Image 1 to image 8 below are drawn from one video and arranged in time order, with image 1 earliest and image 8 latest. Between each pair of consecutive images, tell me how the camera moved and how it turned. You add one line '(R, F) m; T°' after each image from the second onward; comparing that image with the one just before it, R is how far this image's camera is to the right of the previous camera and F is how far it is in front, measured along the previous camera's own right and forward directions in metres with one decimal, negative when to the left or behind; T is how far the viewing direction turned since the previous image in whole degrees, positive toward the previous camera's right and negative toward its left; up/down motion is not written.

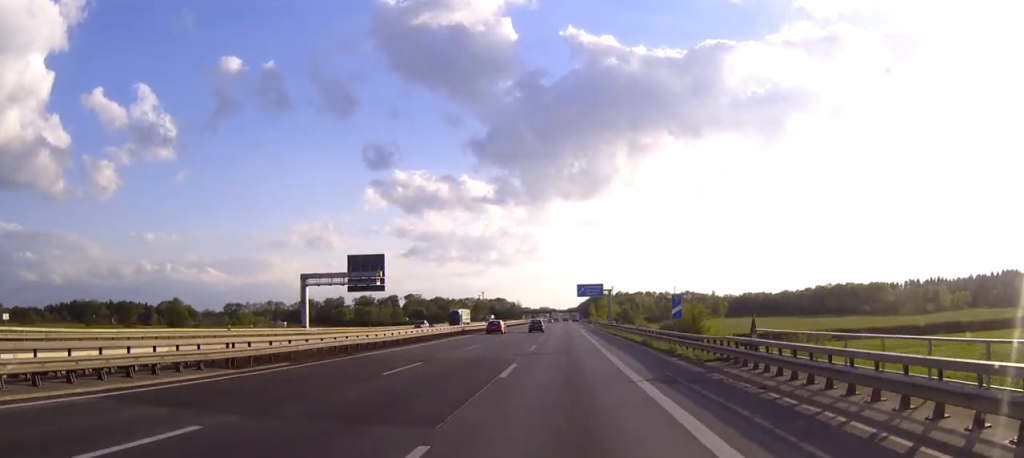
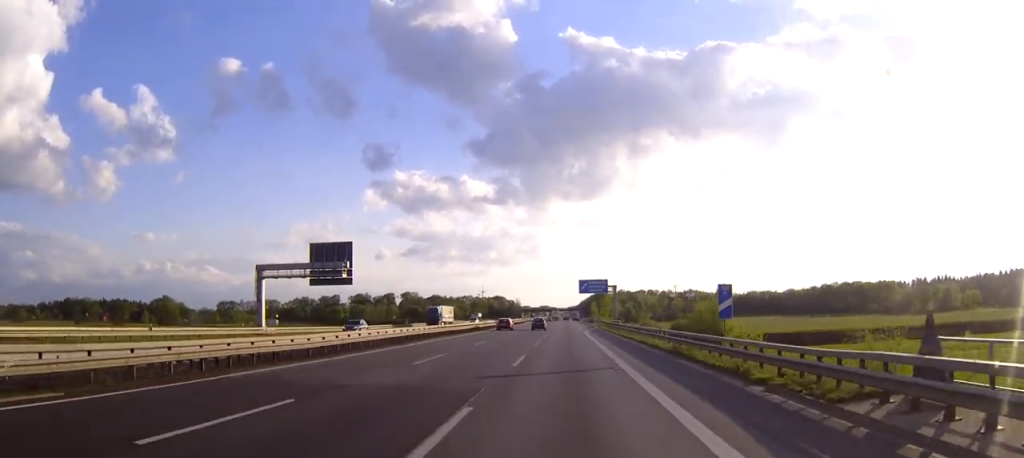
(0.0, +13.6) m; 0°
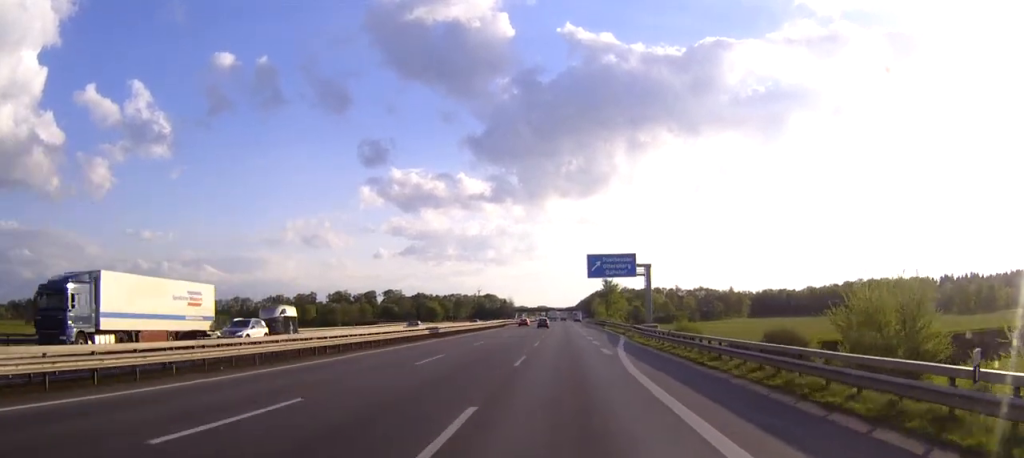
(0.0, +53.7) m; 0°
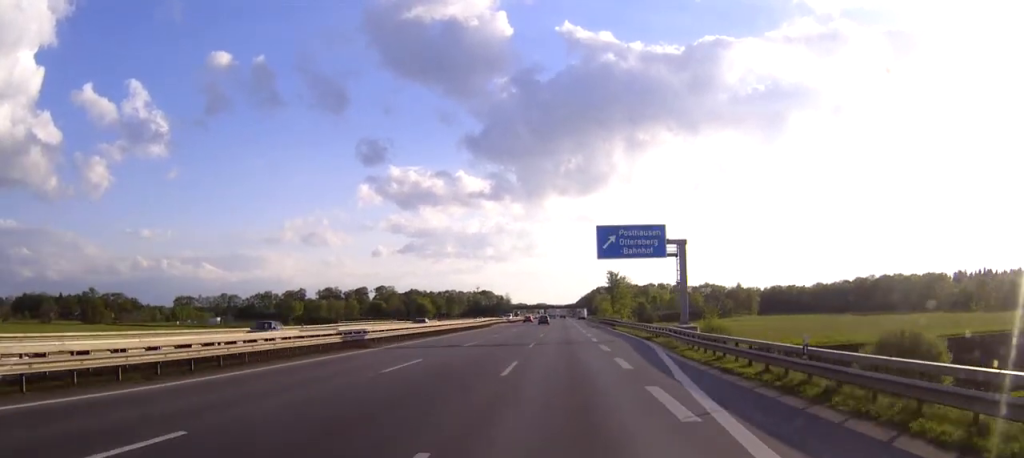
(0.0, +22.8) m; 0°
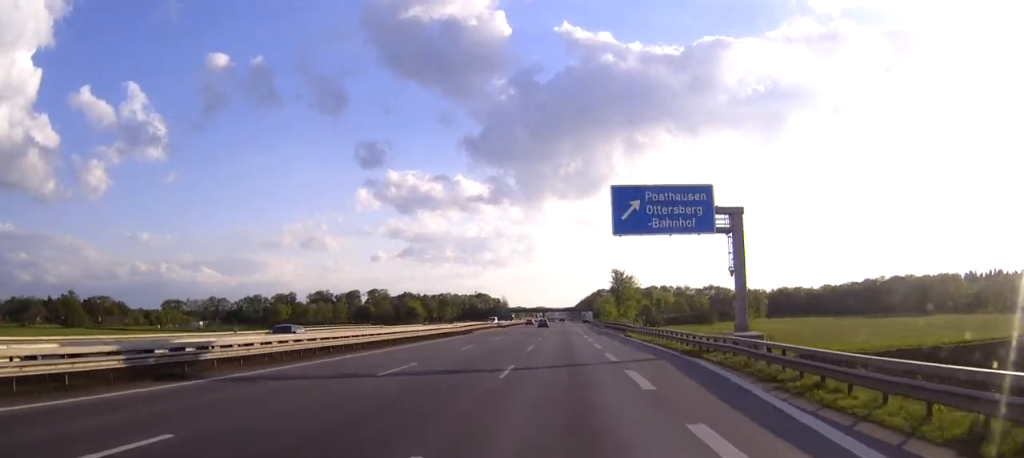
(0.0, +18.2) m; 0°
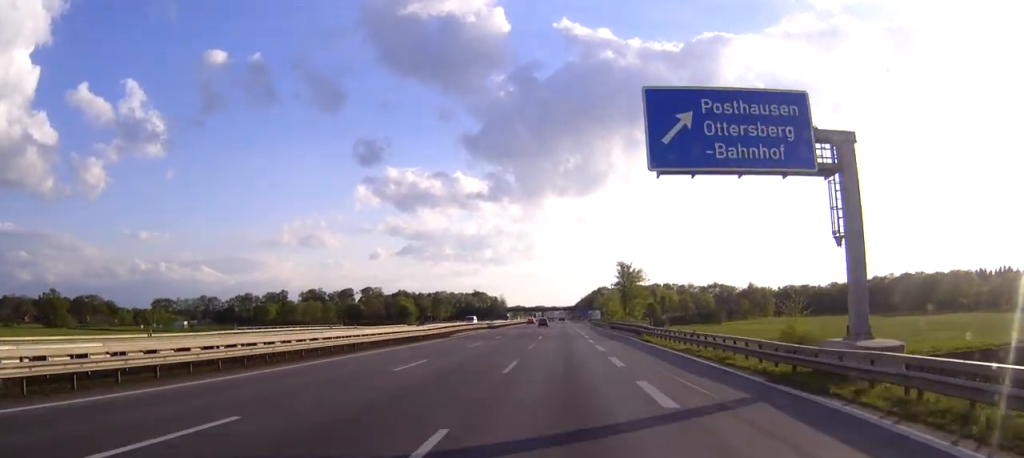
(0.0, +15.5) m; 0°
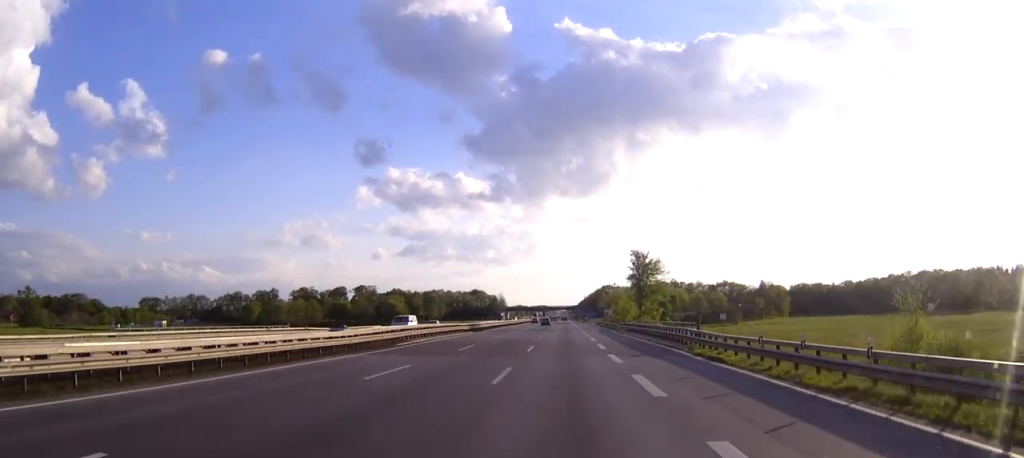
(-0.1, +21.9) m; 0°
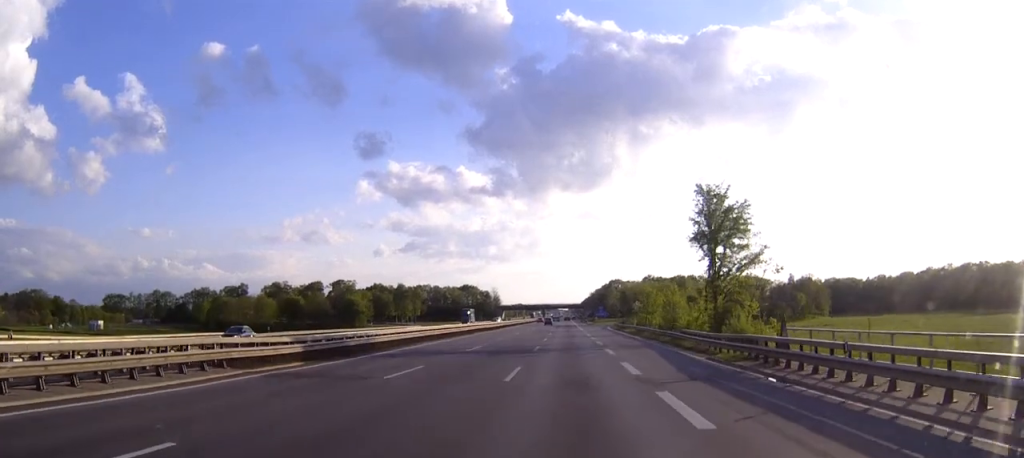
(-0.3, +52.4) m; 0°
